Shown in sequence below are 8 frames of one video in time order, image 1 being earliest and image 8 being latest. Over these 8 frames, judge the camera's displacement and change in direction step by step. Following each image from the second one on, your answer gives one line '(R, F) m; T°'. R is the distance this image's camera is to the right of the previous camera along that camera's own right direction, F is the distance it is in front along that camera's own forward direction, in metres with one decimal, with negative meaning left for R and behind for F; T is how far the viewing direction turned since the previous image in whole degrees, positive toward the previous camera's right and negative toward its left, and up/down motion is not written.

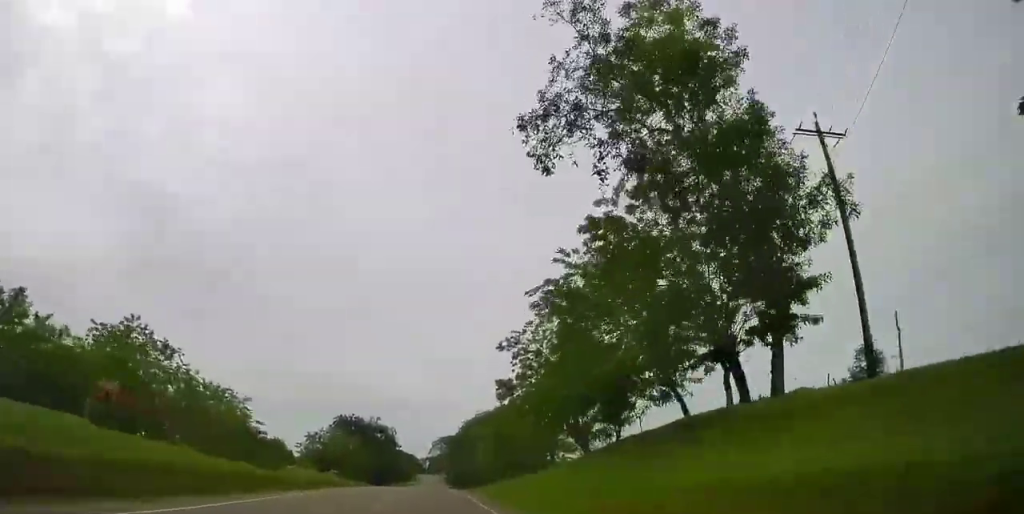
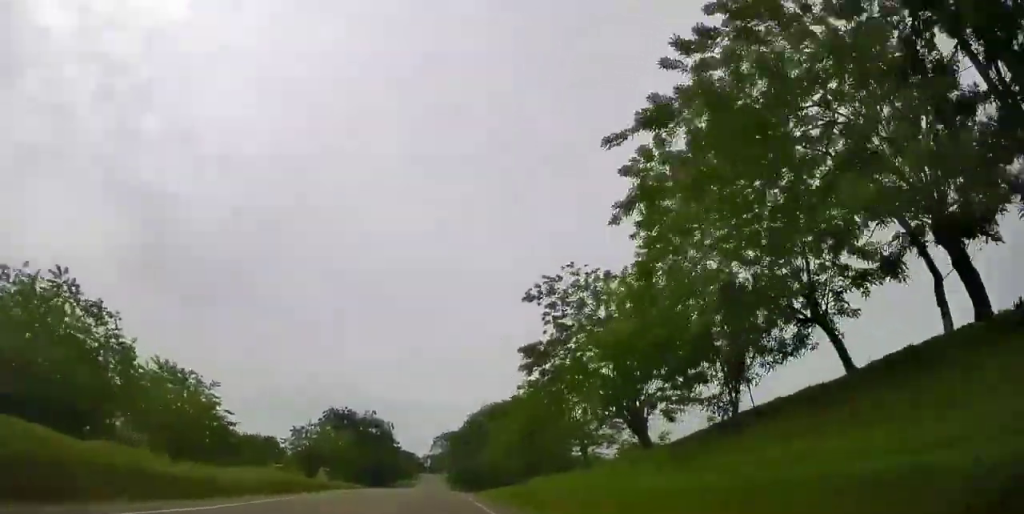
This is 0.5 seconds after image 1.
(-0.9, +10.3) m; +2°
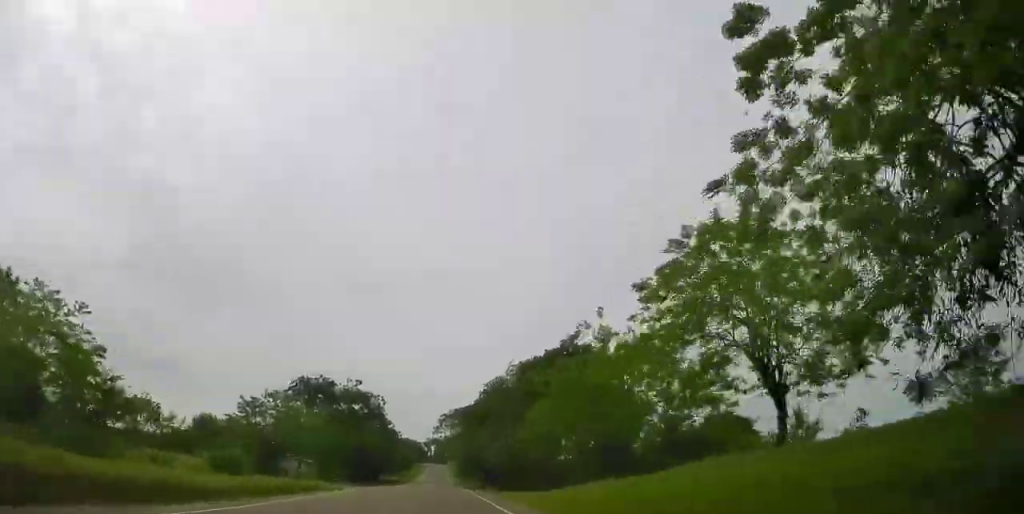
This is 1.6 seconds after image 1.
(+1.8, +23.8) m; +4°
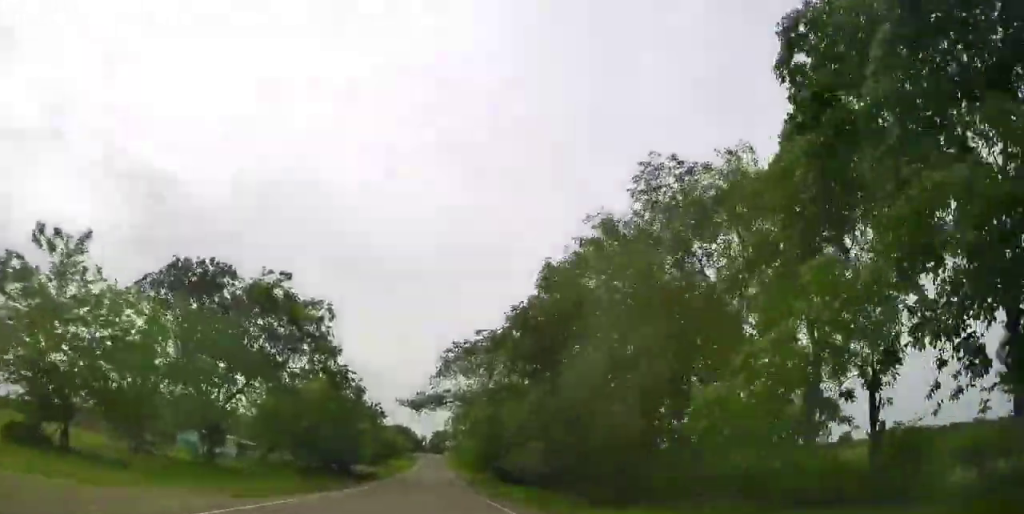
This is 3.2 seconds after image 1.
(-2.8, +35.8) m; -8°
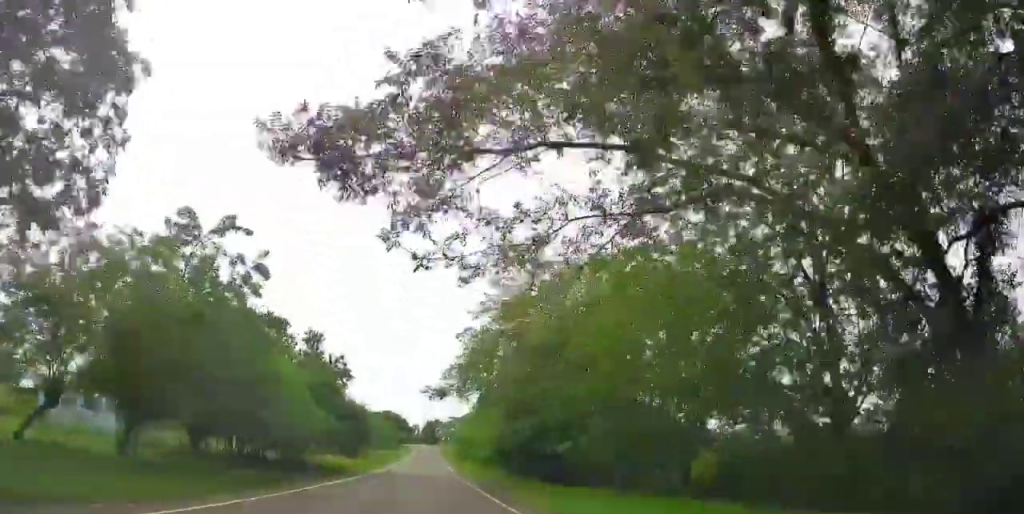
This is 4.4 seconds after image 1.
(+0.8, +25.2) m; +6°
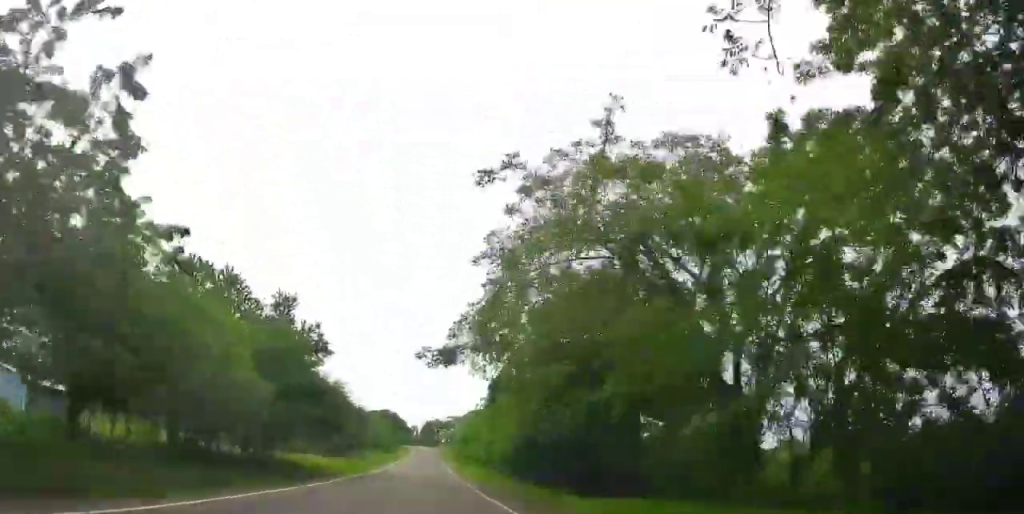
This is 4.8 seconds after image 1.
(+1.2, +10.9) m; +3°
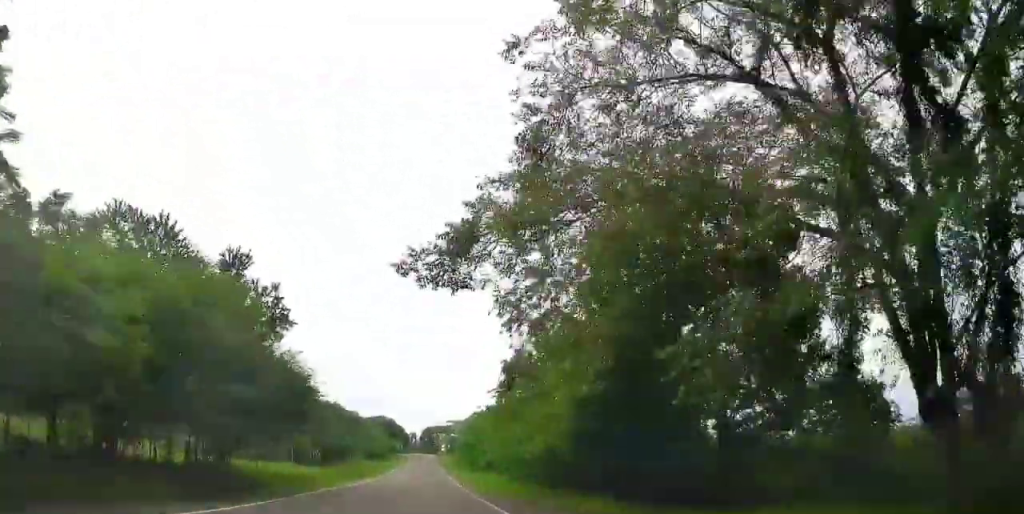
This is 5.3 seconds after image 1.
(-0.5, +10.1) m; -2°
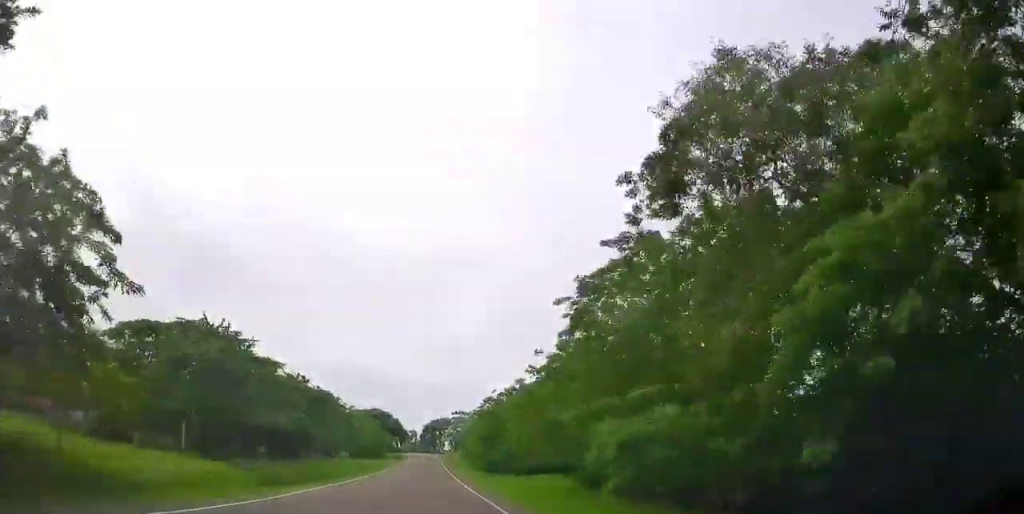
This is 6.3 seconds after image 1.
(-1.0, +23.9) m; -2°
